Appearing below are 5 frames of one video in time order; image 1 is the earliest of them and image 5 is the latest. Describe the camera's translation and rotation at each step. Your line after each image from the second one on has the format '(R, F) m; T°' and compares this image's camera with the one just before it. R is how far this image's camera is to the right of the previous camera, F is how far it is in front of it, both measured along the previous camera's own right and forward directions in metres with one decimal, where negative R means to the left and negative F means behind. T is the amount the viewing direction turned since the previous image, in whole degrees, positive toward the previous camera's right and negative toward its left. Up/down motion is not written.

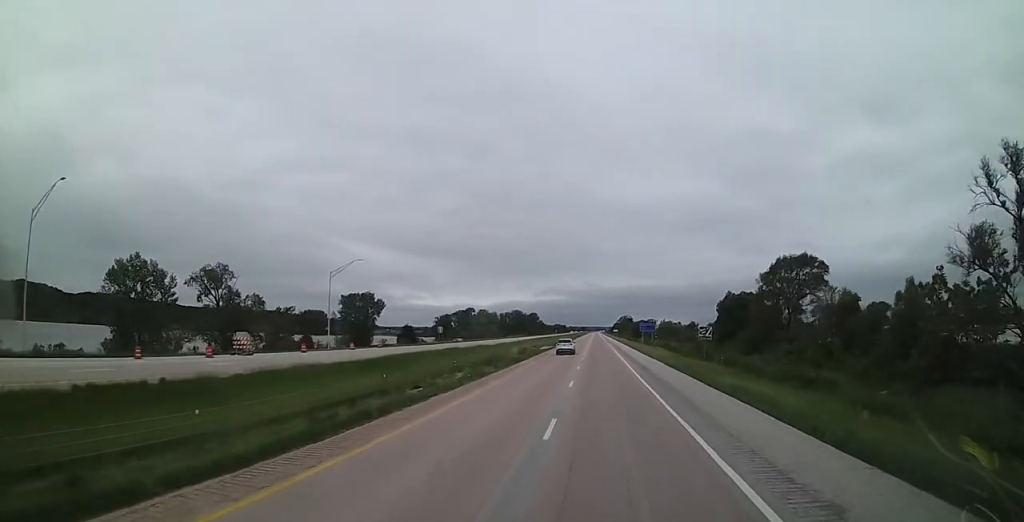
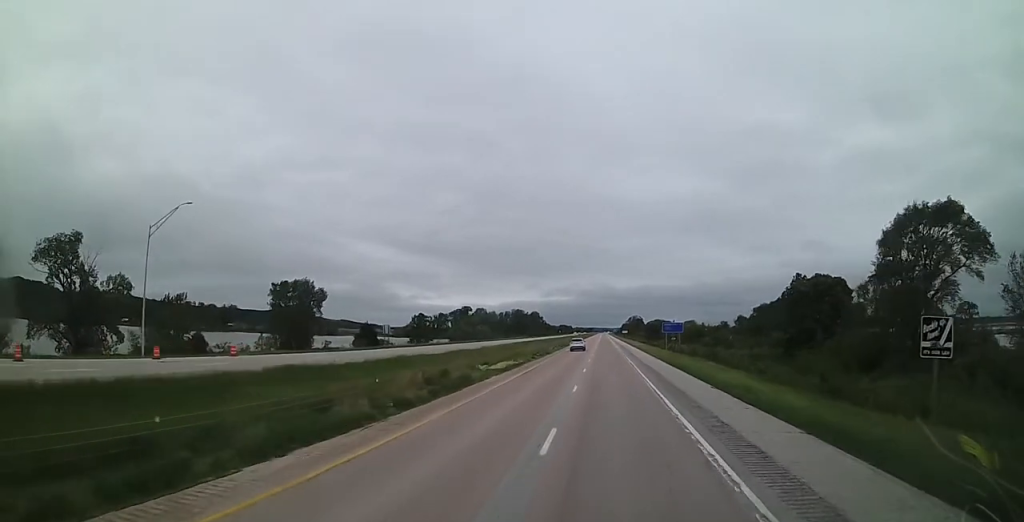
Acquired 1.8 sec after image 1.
(-0.2, +37.8) m; -1°
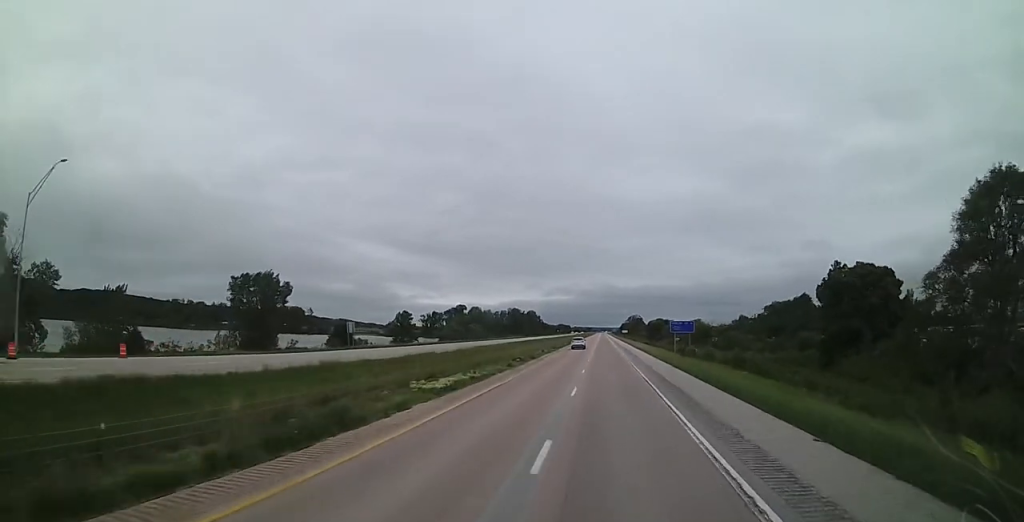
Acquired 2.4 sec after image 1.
(-0.1, +13.8) m; 0°
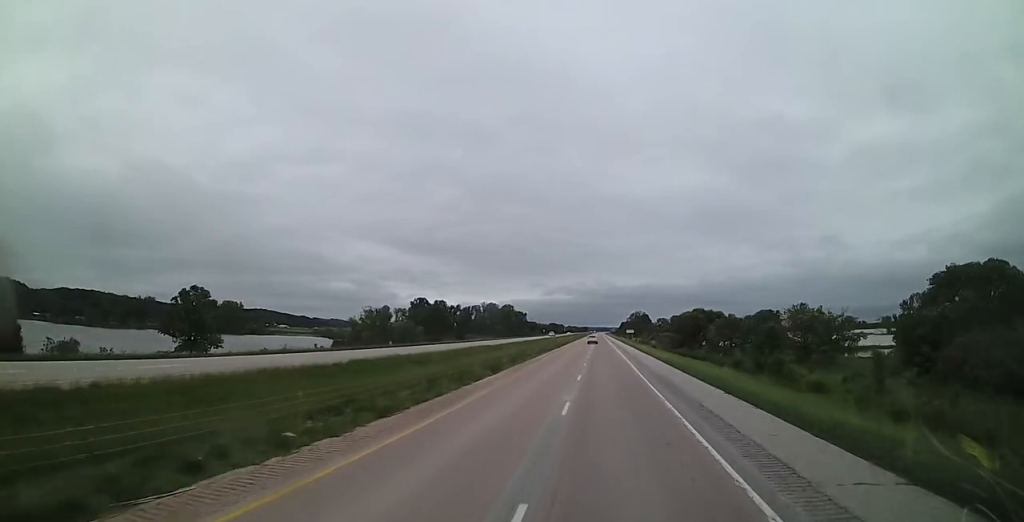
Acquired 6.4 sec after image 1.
(+1.4, +89.8) m; +1°
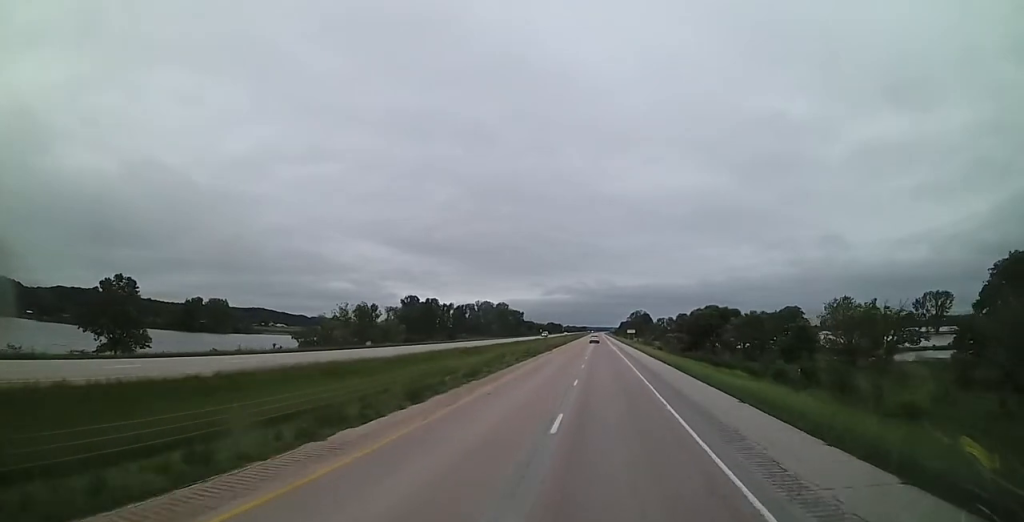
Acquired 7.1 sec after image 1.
(+0.3, +15.5) m; 0°
